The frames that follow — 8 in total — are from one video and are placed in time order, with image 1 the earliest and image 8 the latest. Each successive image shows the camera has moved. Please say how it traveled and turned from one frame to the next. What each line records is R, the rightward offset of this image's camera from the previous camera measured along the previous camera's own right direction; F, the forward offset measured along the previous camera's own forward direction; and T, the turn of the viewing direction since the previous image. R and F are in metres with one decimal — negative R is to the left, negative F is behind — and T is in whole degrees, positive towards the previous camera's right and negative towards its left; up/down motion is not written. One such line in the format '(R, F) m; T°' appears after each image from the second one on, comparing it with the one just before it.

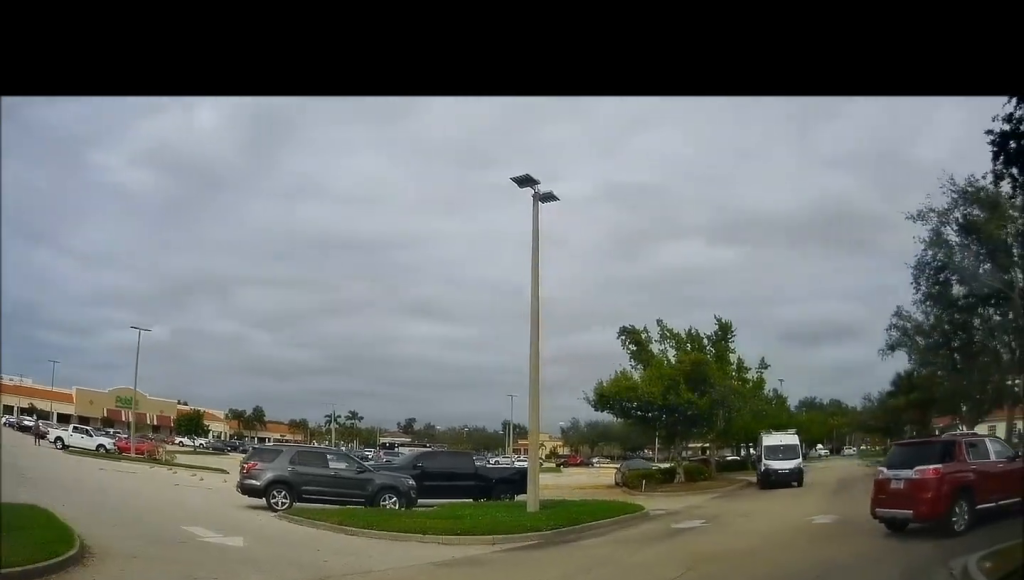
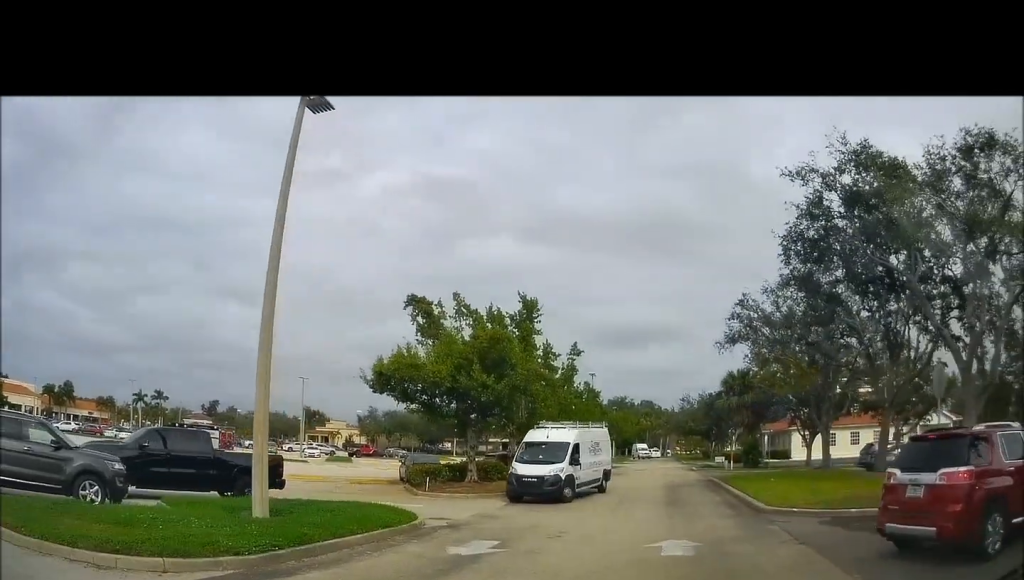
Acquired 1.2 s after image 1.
(+0.5, +4.7) m; +15°
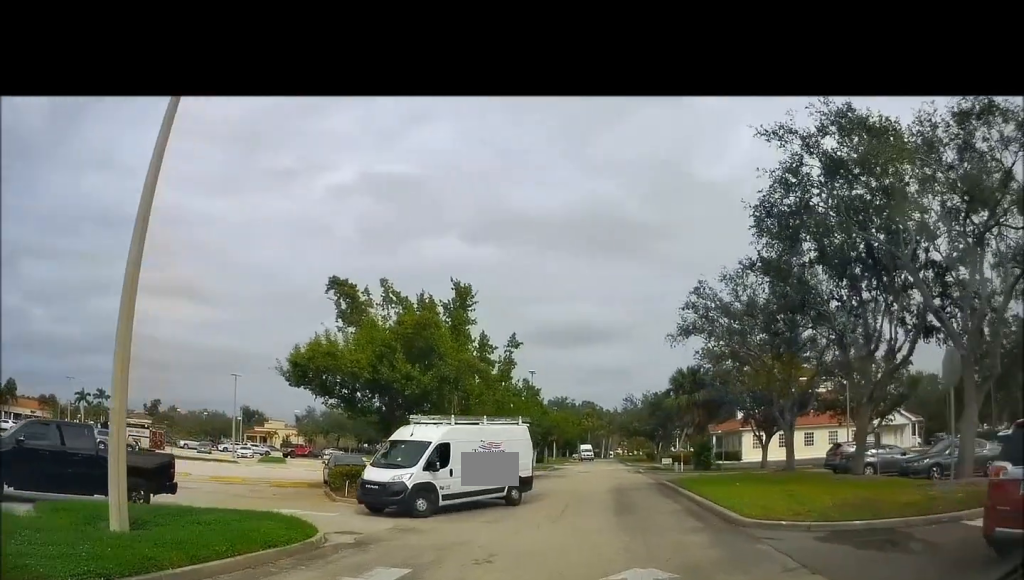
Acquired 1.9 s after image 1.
(+0.5, +2.8) m; +4°
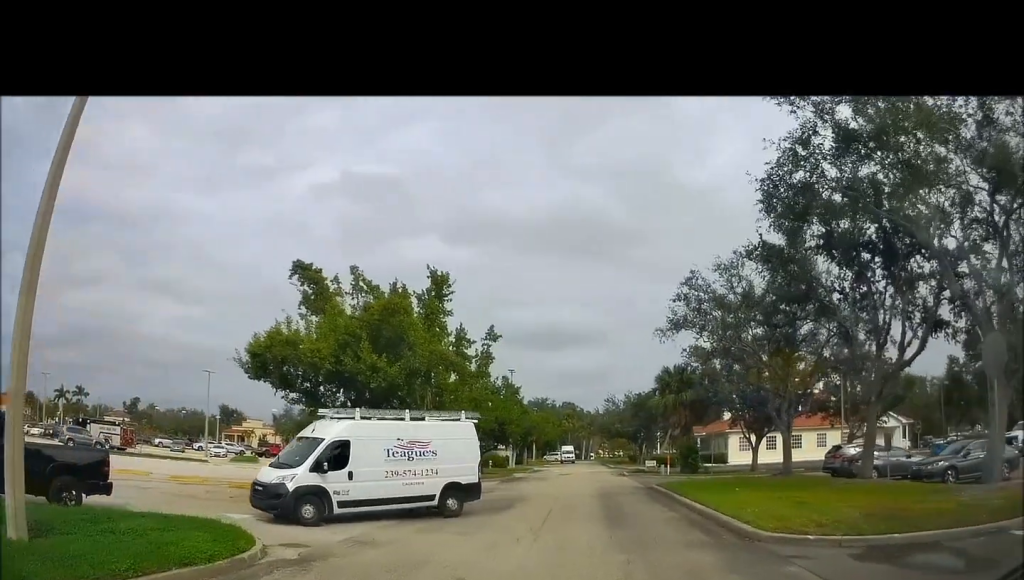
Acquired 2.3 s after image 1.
(0.0, +1.9) m; -2°
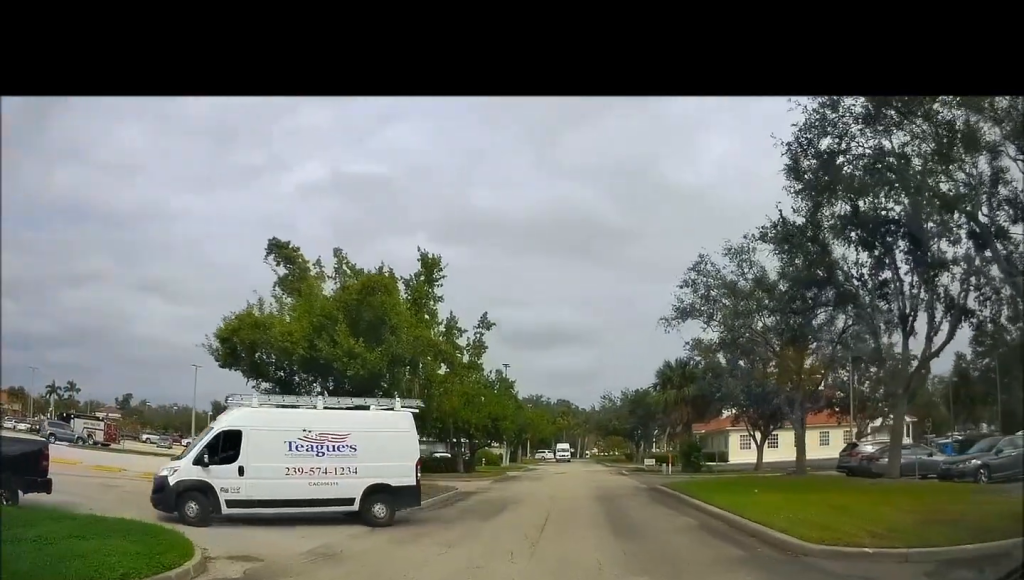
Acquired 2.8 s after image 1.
(-0.1, +1.8) m; -5°
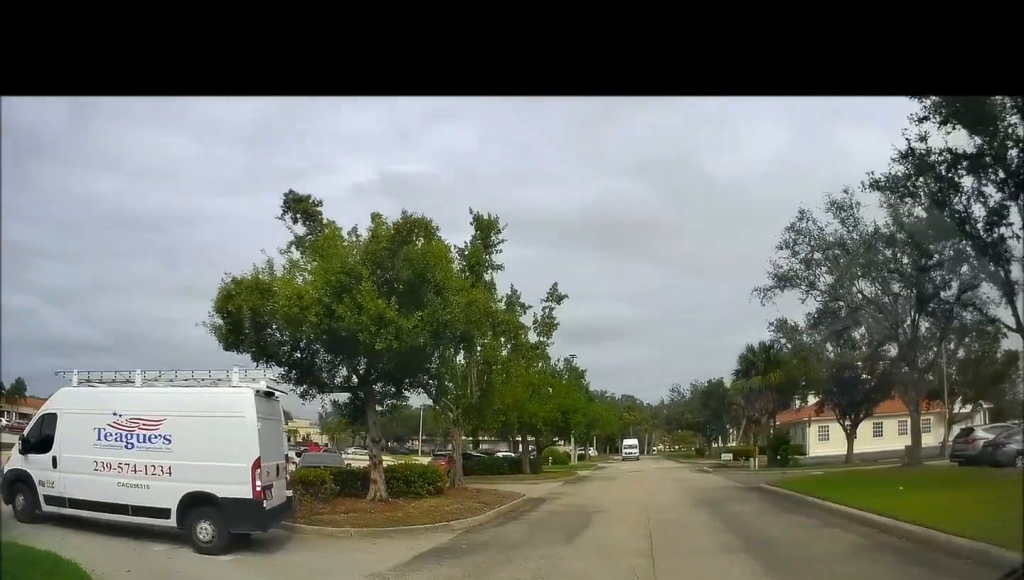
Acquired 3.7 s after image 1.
(-0.4, +4.1) m; -5°
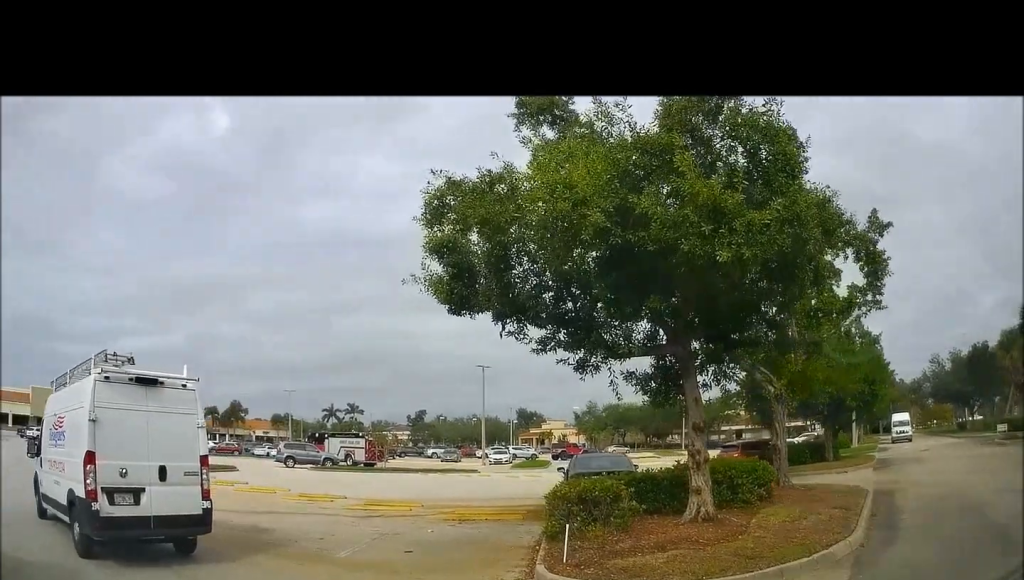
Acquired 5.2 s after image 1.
(-0.2, +5.9) m; -19°
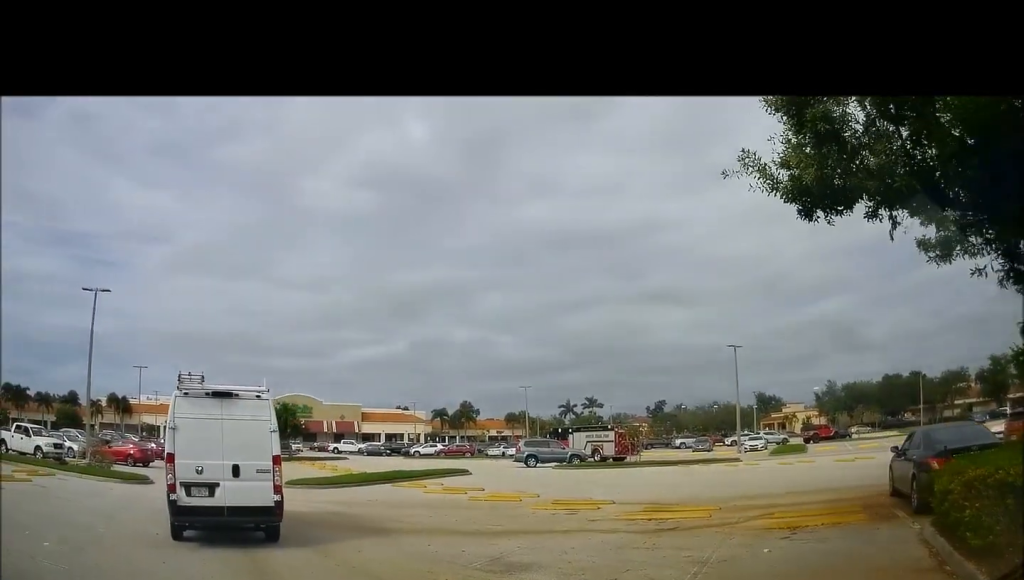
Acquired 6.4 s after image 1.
(-1.5, +4.1) m; -28°
